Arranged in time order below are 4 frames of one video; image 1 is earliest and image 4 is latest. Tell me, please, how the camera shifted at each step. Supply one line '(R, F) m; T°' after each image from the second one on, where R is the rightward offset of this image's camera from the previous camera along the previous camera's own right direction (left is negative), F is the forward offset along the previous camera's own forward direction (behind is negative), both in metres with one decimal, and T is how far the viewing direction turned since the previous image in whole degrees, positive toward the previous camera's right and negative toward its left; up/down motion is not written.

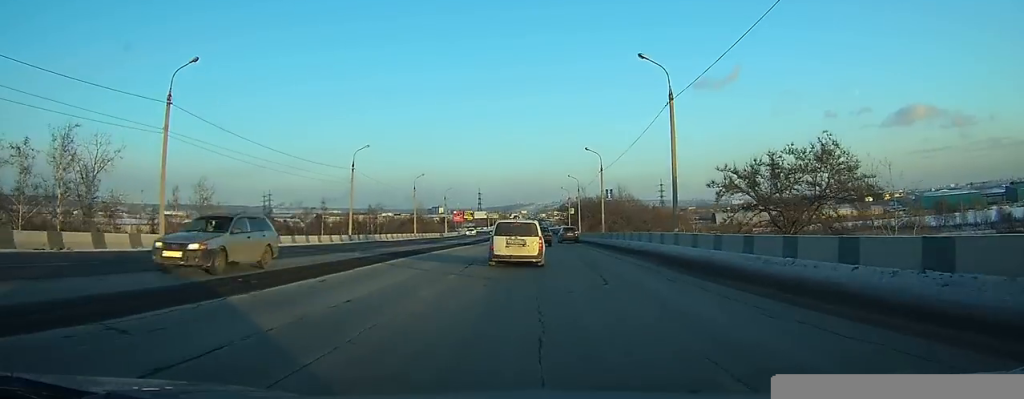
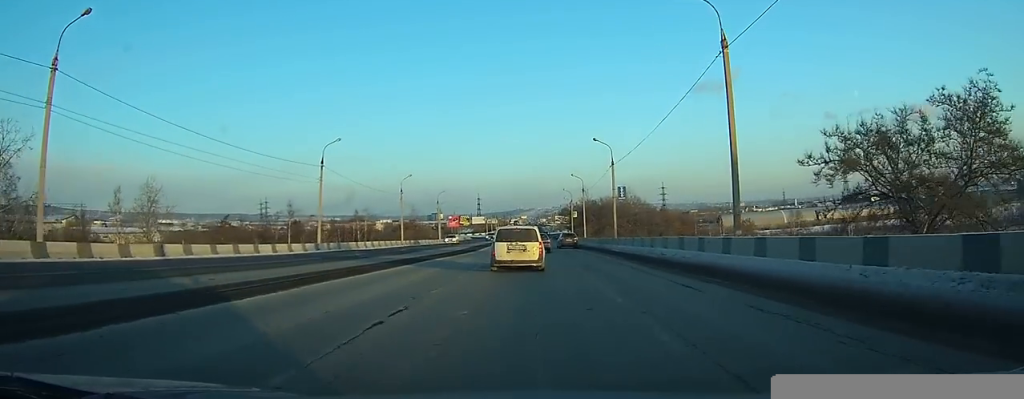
(0.0, +10.0) m; 0°
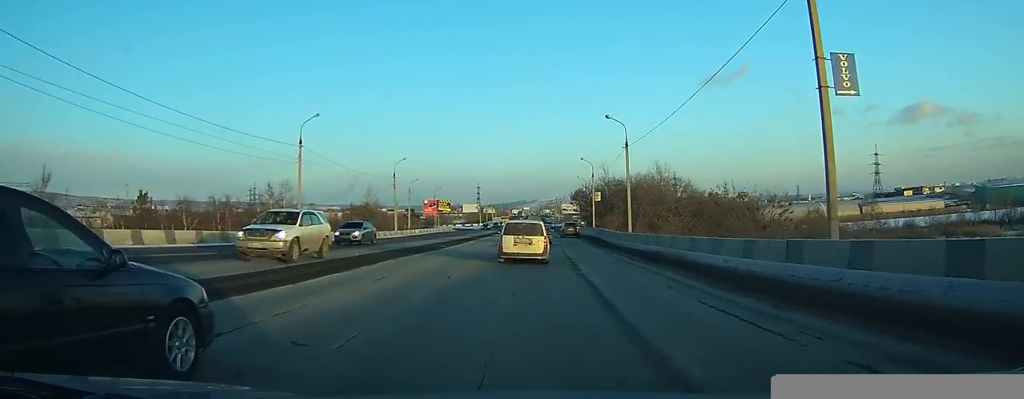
(-0.2, +41.7) m; -1°
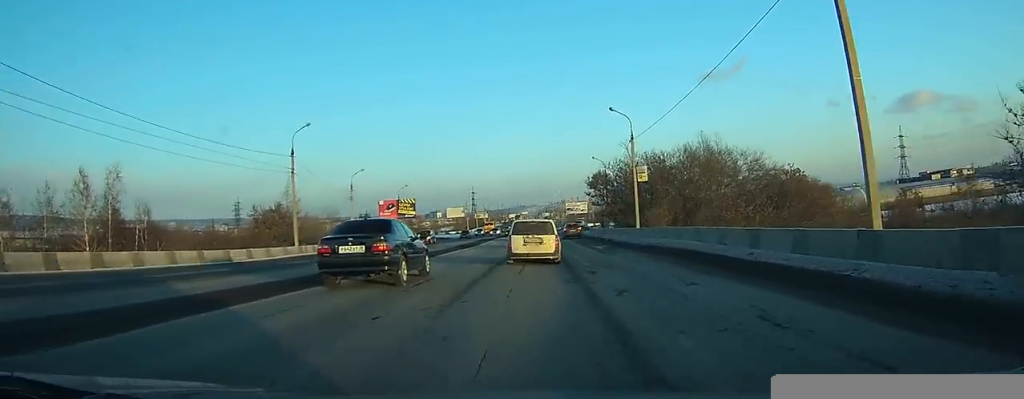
(+0.1, +36.7) m; 0°
